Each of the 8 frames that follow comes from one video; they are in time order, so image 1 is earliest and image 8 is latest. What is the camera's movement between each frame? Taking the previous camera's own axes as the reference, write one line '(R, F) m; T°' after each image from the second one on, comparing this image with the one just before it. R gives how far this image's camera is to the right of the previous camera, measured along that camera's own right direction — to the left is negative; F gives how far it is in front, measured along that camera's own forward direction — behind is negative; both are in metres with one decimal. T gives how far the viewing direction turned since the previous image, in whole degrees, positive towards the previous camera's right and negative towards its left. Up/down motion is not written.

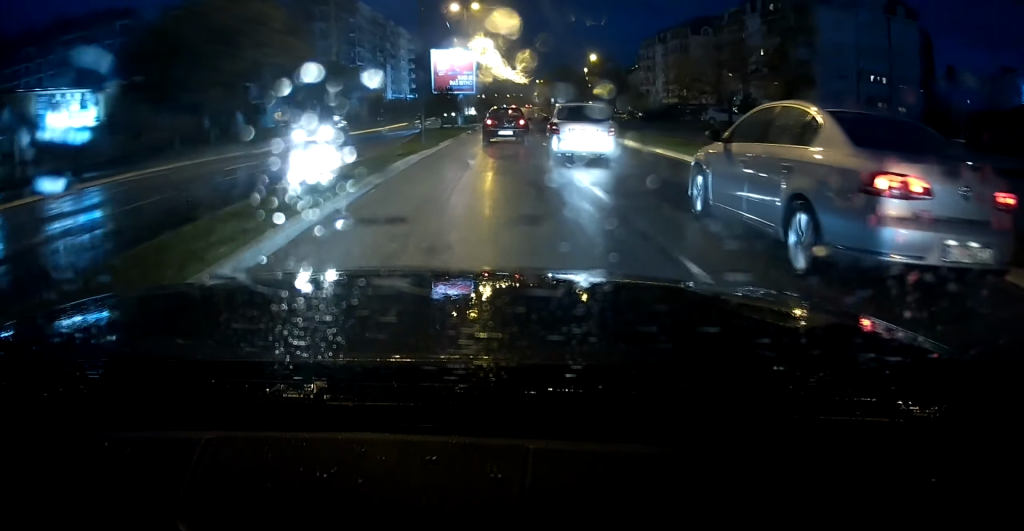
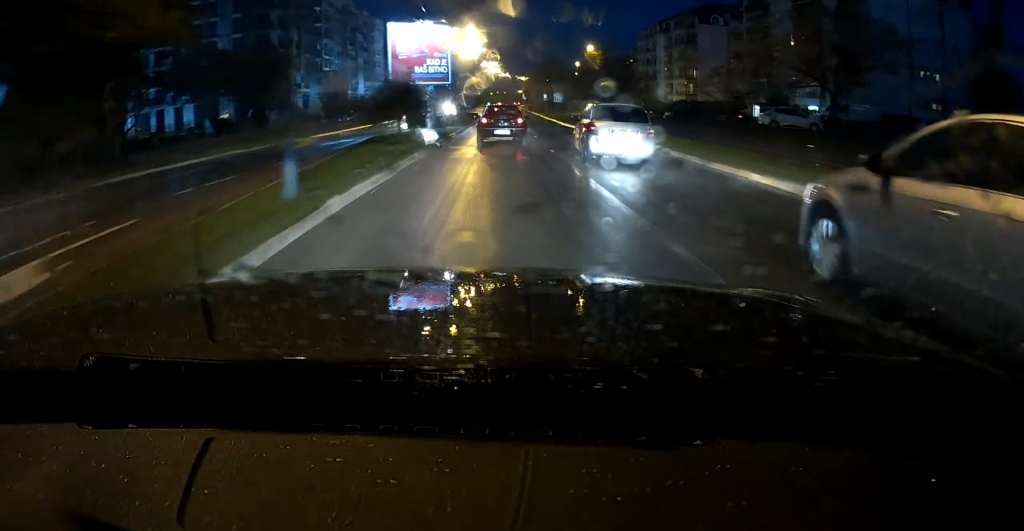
(+0.4, +13.2) m; +1°
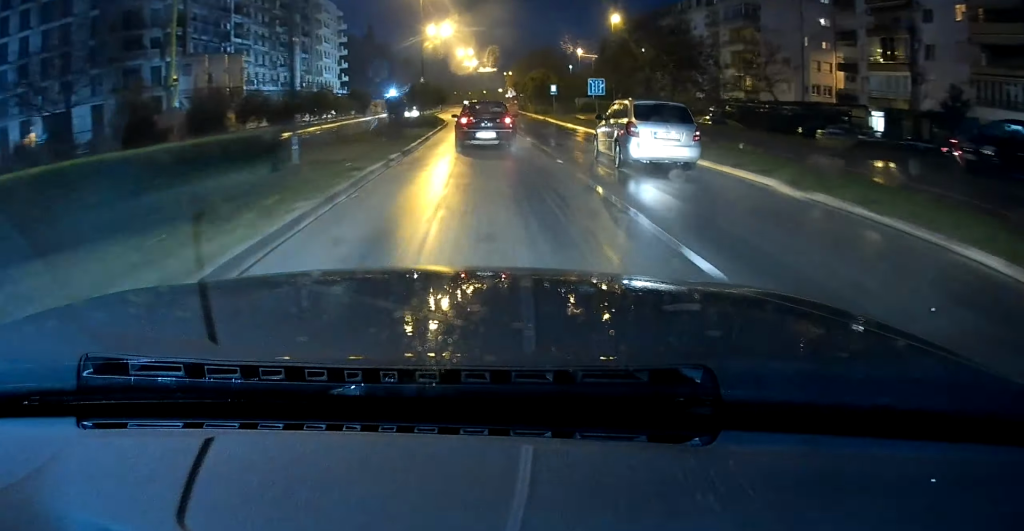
(+0.7, +31.6) m; +2°
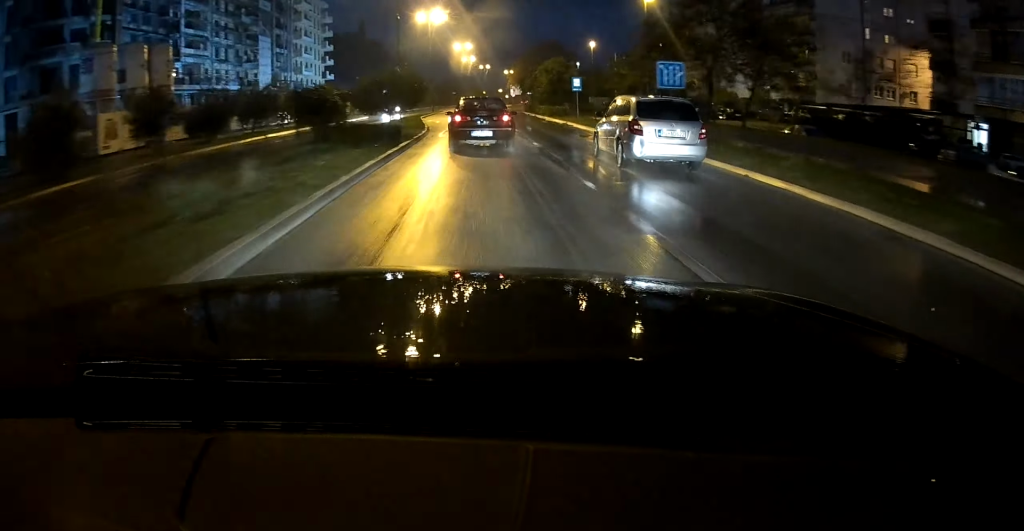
(-0.1, +13.8) m; +1°
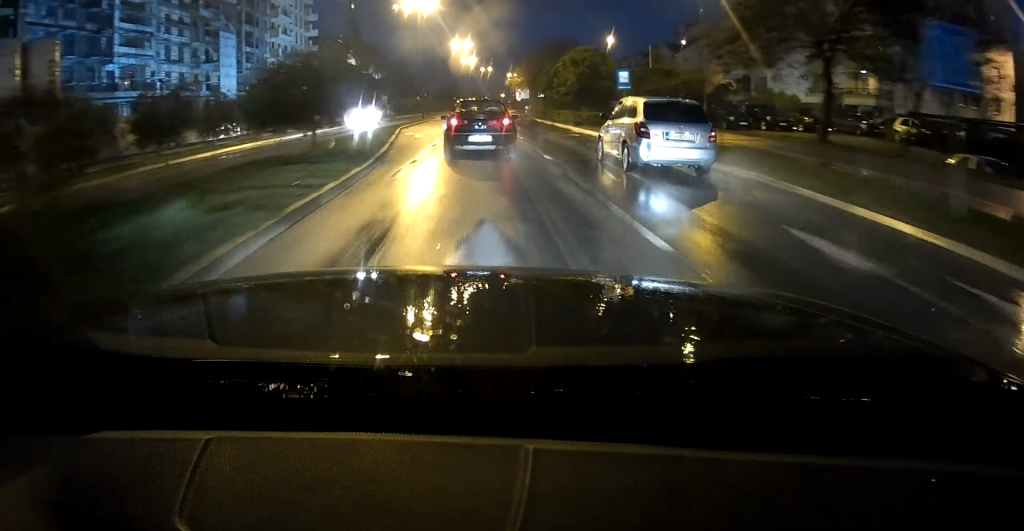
(+0.3, +13.0) m; +1°
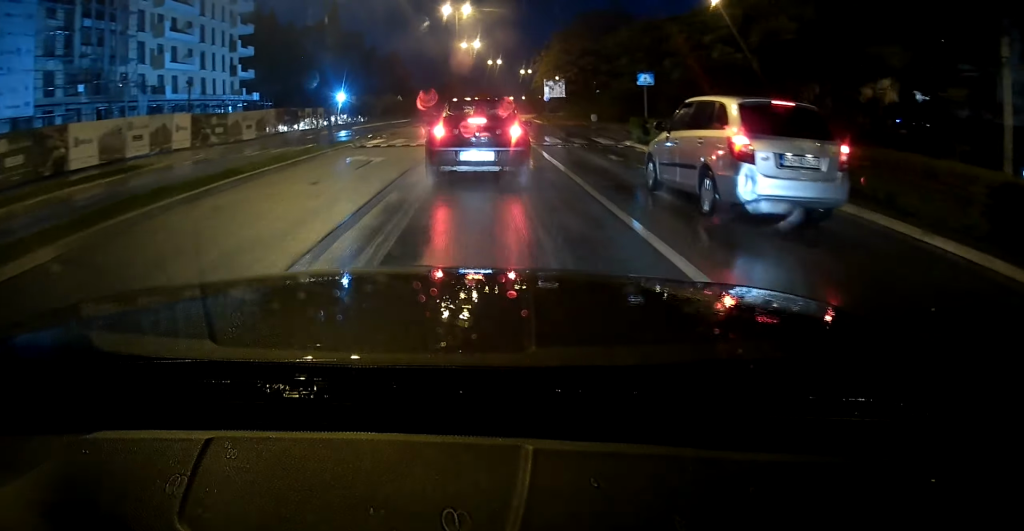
(+0.4, +37.0) m; 0°
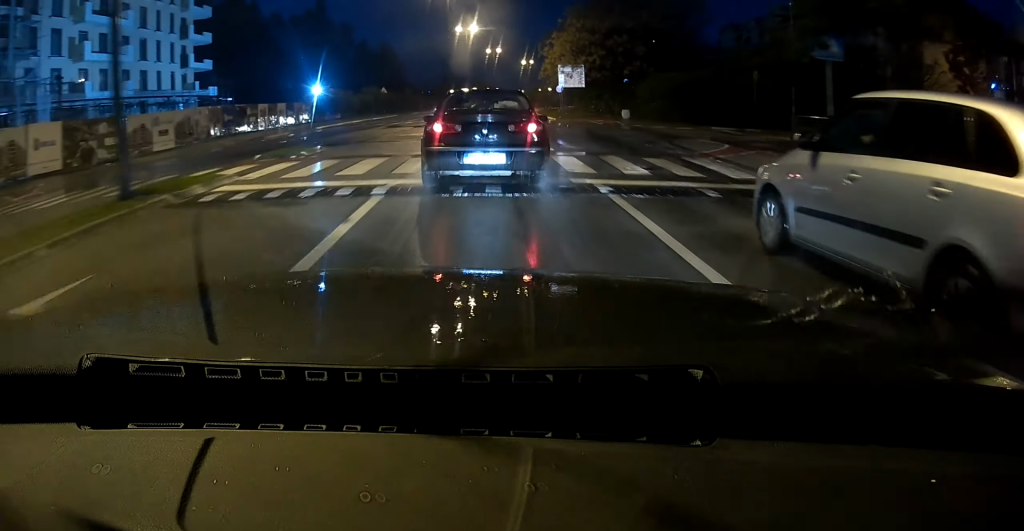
(0.0, +13.5) m; +1°
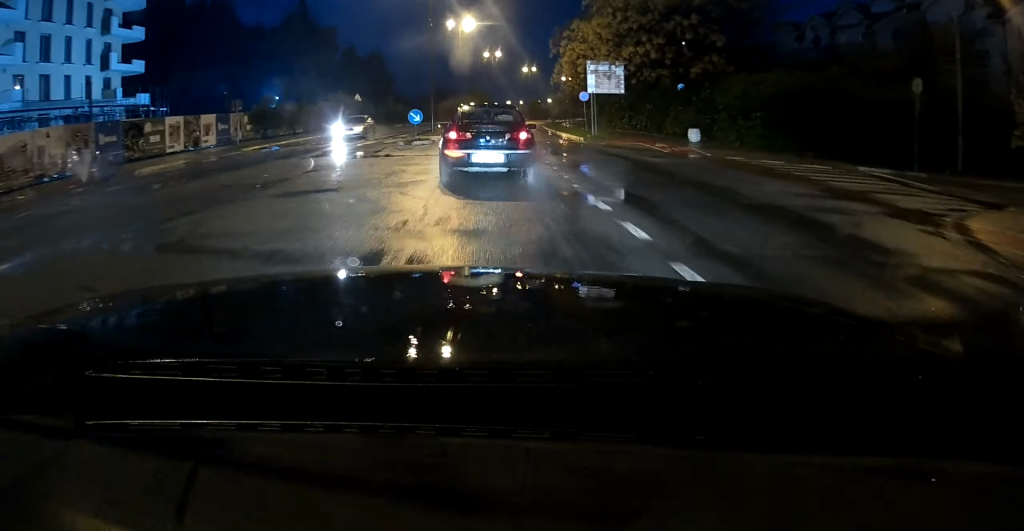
(+0.2, +21.2) m; 0°
